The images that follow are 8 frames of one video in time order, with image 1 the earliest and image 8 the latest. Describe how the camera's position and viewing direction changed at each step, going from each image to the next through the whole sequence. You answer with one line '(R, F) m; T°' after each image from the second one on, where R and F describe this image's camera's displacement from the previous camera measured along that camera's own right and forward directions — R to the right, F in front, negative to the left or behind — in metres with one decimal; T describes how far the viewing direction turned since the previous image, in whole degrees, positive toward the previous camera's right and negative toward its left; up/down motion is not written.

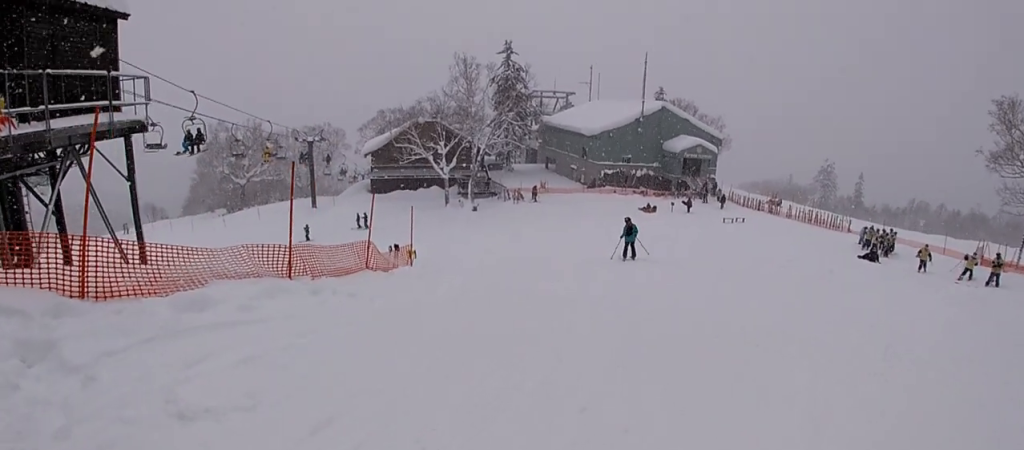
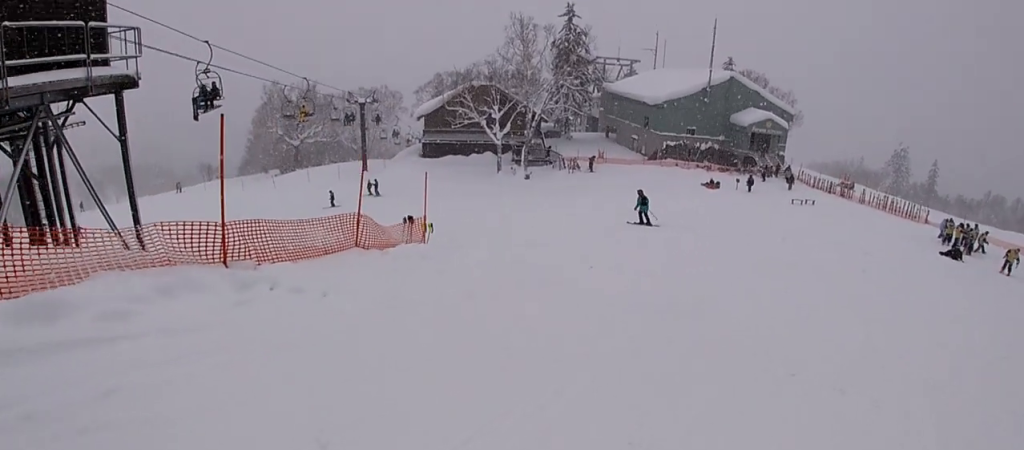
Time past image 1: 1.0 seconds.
(-0.2, +2.6) m; -19°
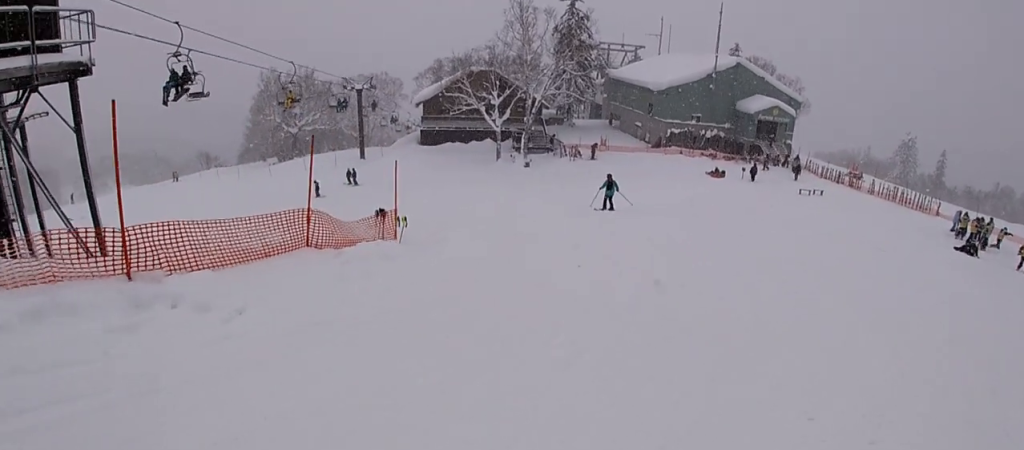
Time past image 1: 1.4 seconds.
(-0.4, +1.5) m; -2°
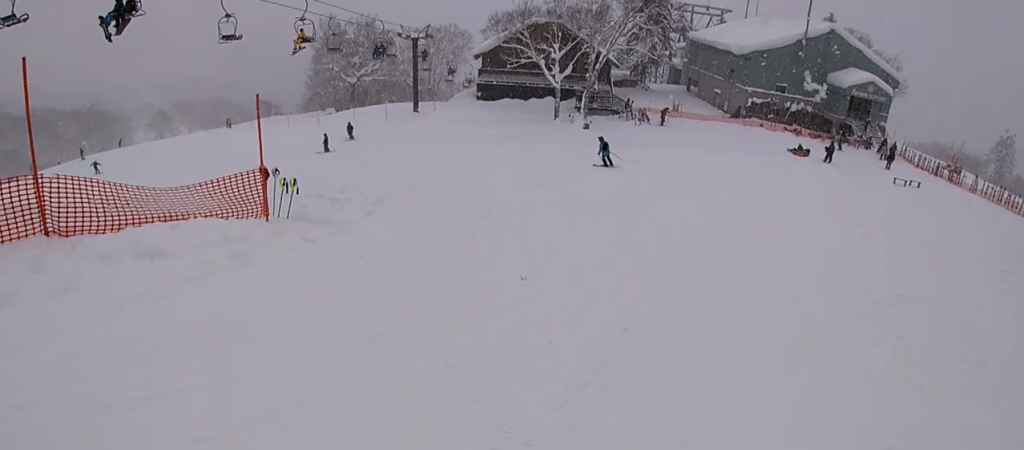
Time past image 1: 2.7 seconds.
(+0.2, +5.2) m; +6°
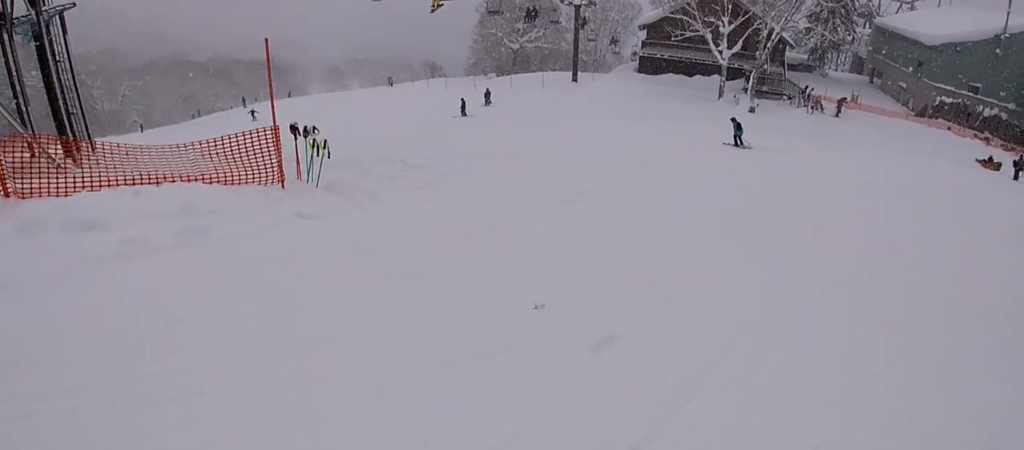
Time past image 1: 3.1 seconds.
(0.0, +2.4) m; -6°
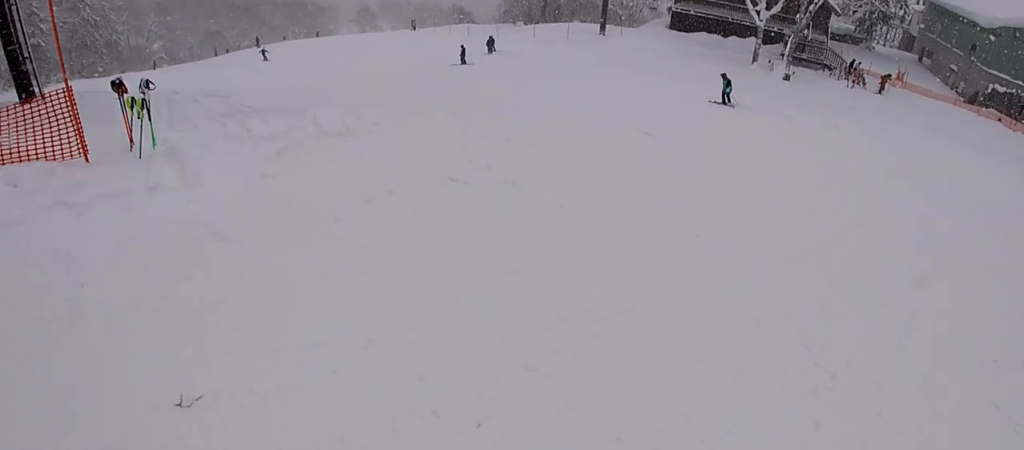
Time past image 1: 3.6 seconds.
(+0.3, +2.6) m; -9°
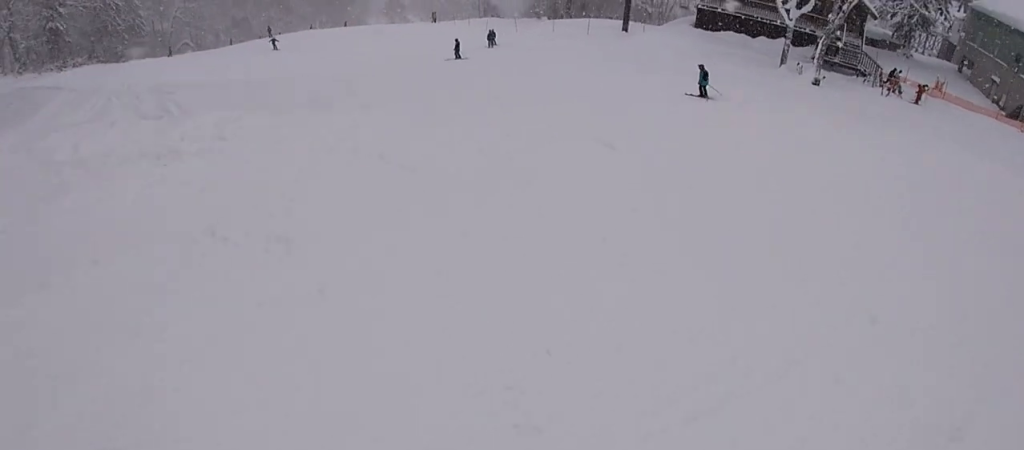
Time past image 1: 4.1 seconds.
(-0.4, +2.6) m; -13°
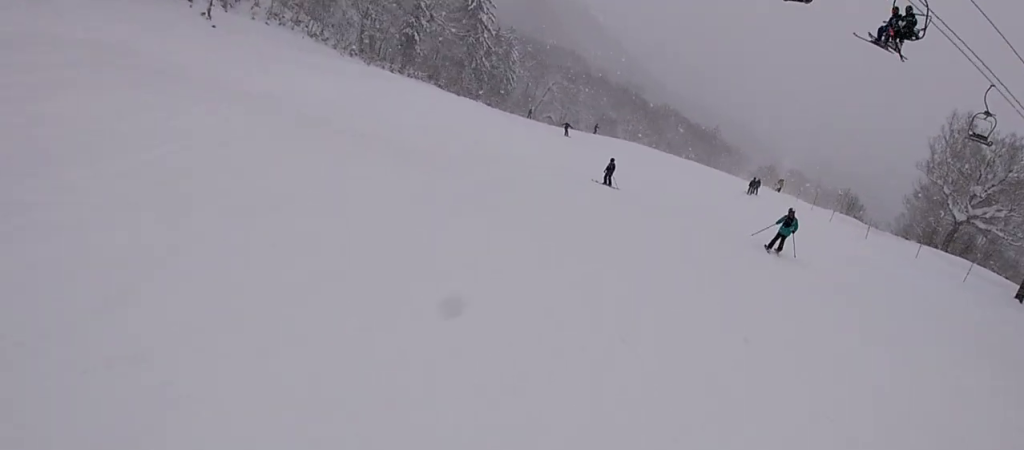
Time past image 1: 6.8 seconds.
(-7.8, +15.2) m; -52°
